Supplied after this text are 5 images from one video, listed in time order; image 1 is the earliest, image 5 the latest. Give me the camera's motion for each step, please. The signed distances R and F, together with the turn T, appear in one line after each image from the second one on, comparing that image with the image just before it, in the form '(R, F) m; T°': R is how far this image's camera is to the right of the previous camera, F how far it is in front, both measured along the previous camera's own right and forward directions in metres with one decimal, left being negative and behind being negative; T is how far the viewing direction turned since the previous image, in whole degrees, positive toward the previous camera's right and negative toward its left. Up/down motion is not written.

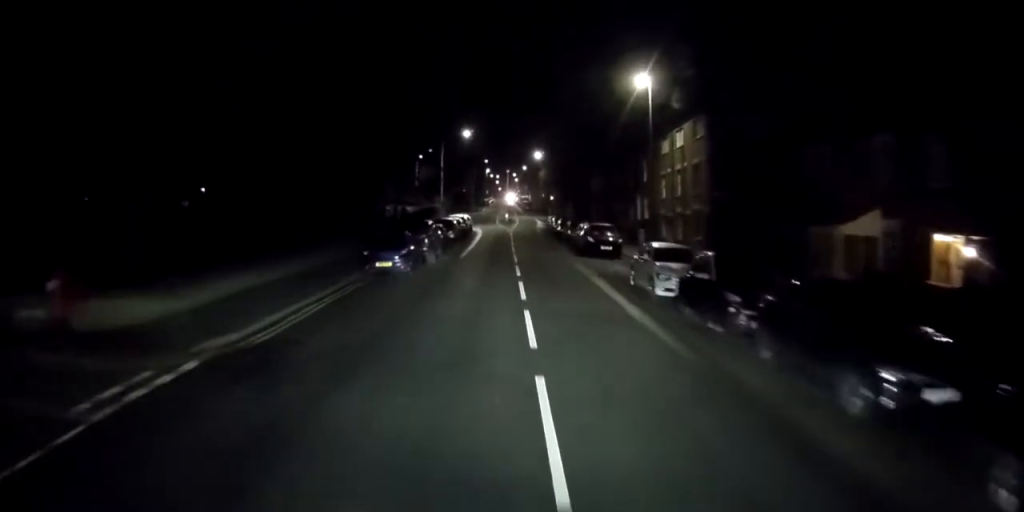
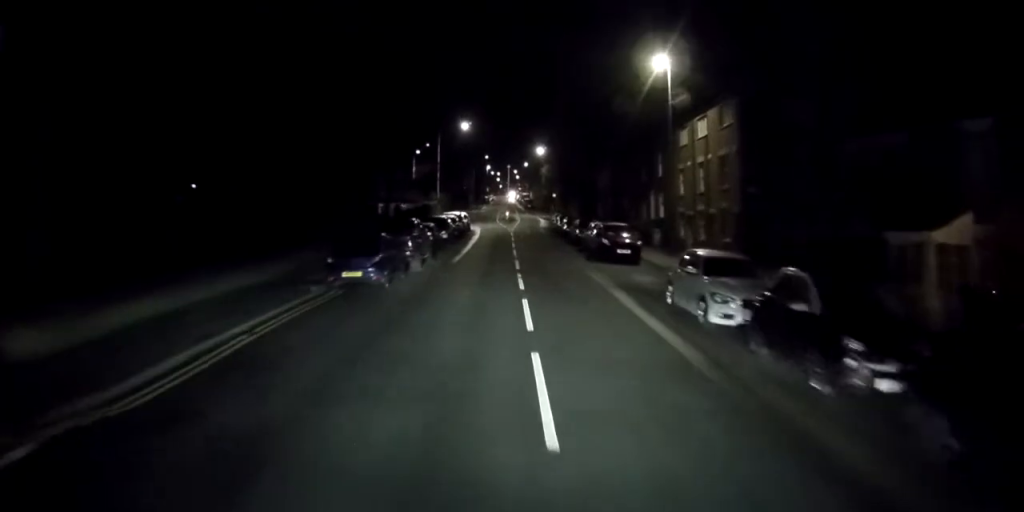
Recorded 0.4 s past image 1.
(0.0, +4.9) m; 0°
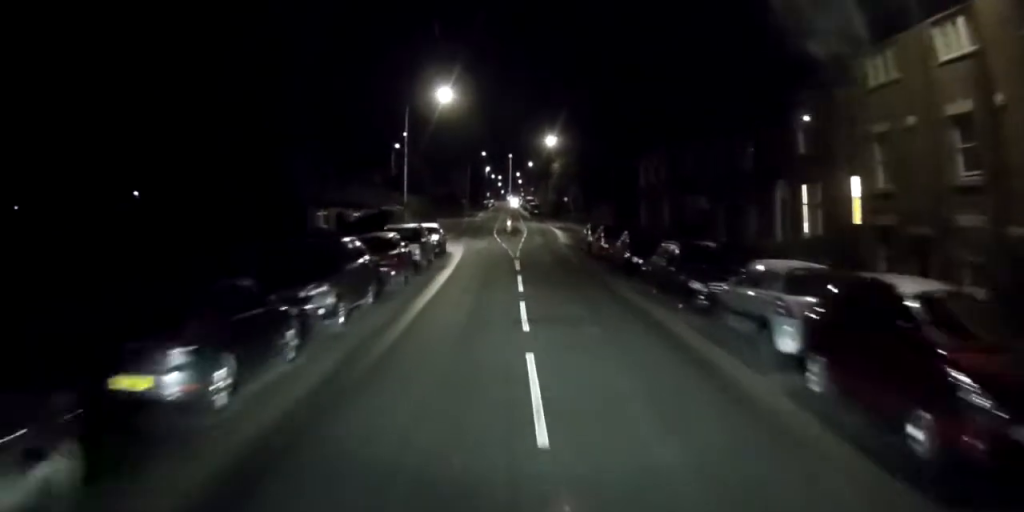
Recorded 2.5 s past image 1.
(-0.2, +23.9) m; -2°
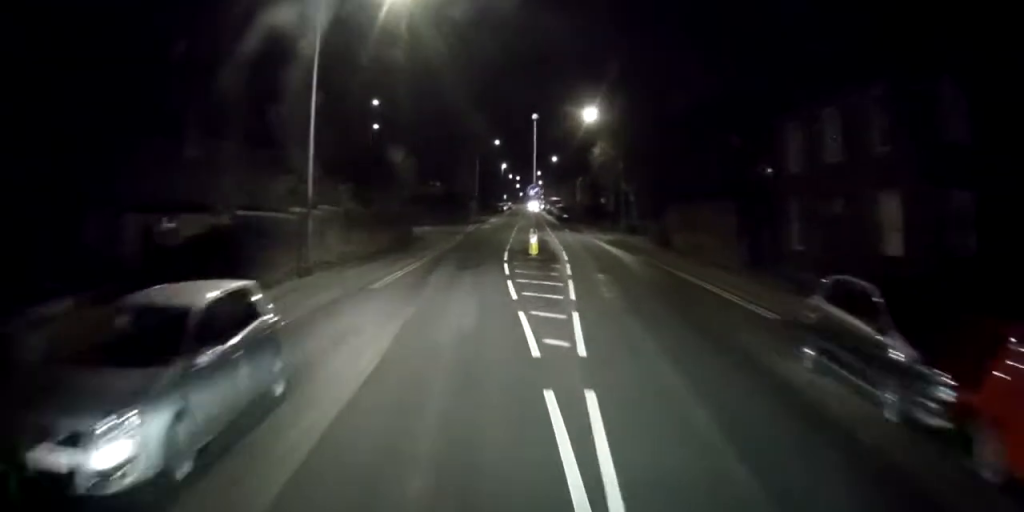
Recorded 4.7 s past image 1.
(-0.6, +25.4) m; -1°
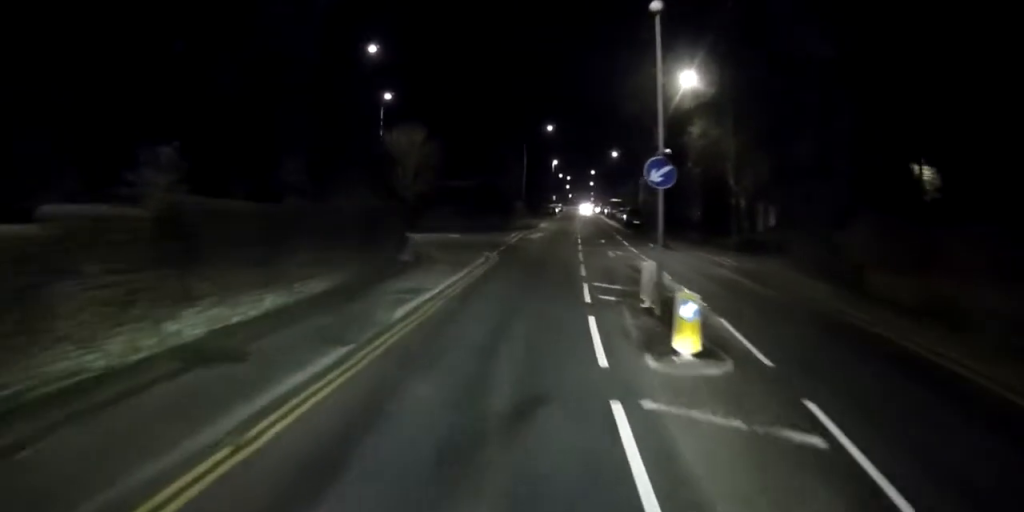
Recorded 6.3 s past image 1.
(0.0, +17.7) m; 0°
